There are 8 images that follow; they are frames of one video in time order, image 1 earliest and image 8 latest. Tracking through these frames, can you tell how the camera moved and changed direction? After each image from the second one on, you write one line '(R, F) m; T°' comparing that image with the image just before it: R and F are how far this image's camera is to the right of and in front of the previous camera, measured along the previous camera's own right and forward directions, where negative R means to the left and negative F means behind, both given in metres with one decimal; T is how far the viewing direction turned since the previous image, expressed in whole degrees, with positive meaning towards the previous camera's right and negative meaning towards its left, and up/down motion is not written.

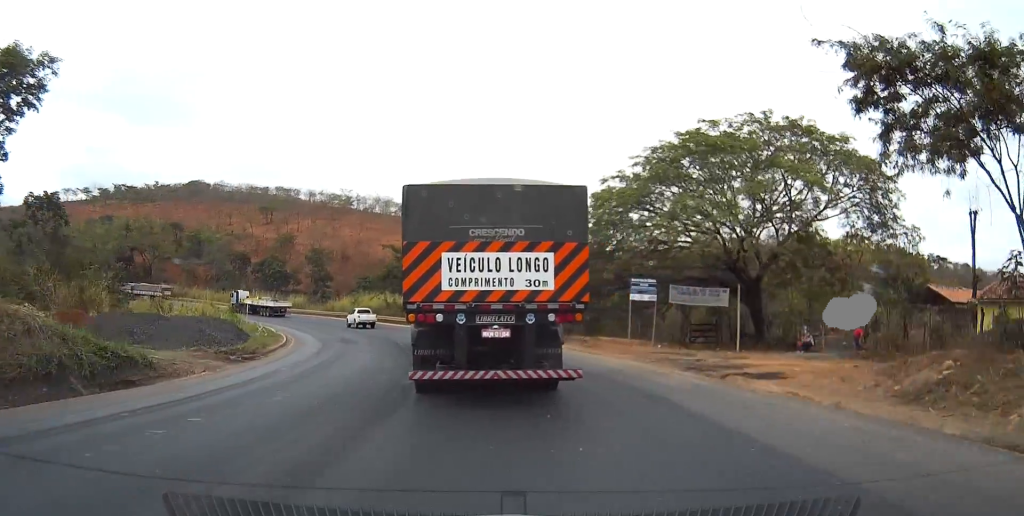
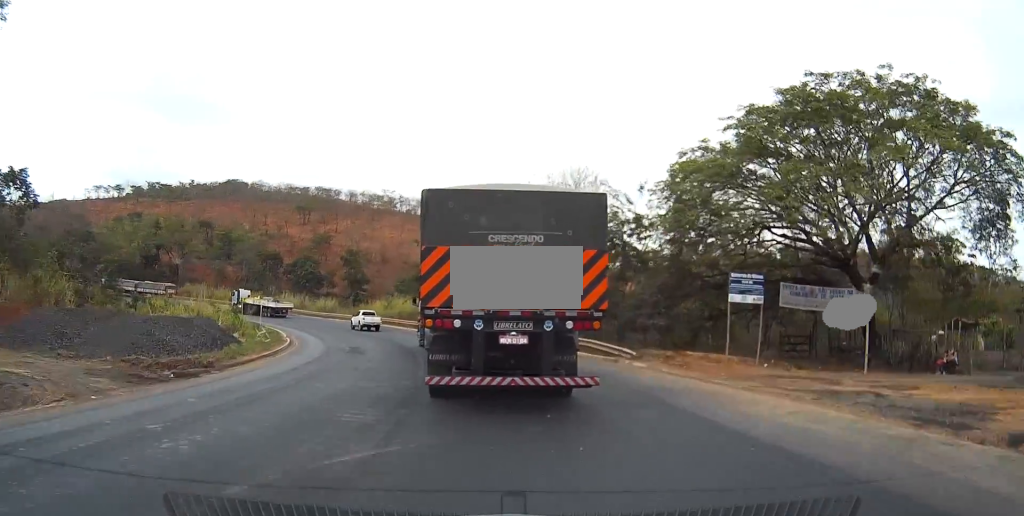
(0.0, +9.1) m; 0°
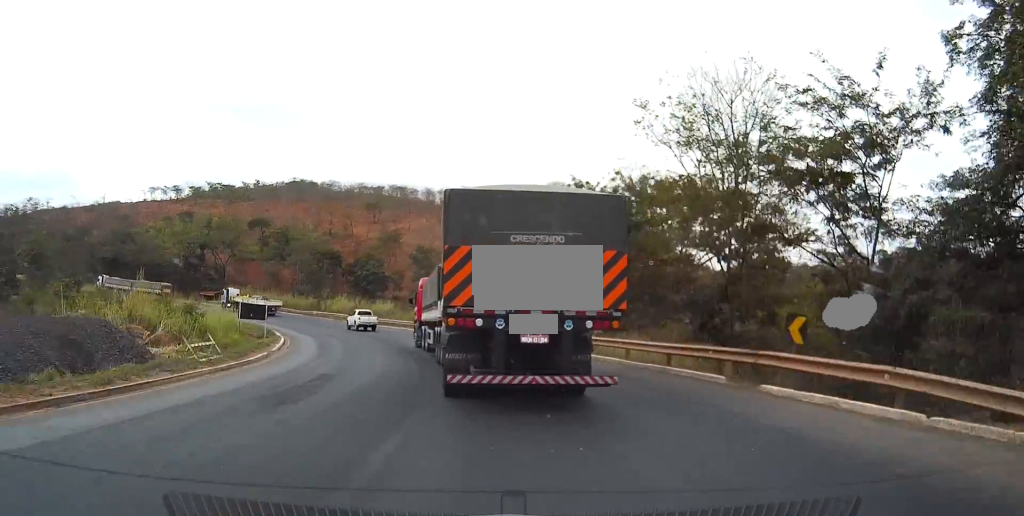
(0.0, +19.6) m; 0°
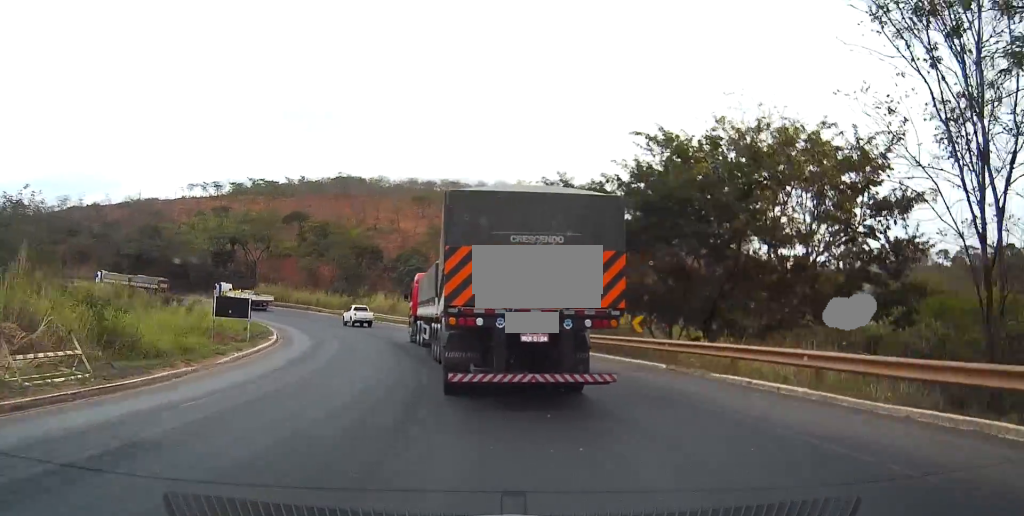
(0.0, +12.6) m; 0°
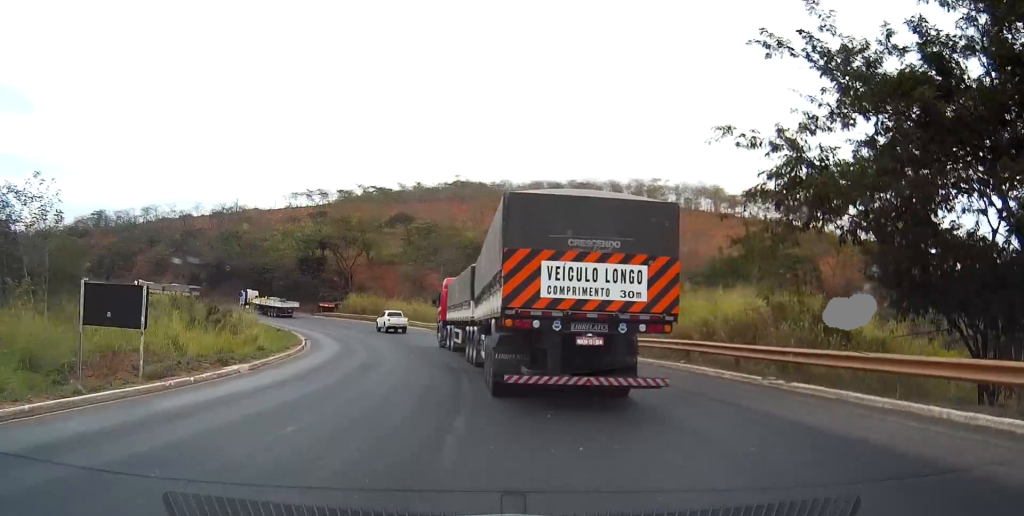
(0.0, +21.0) m; -8°
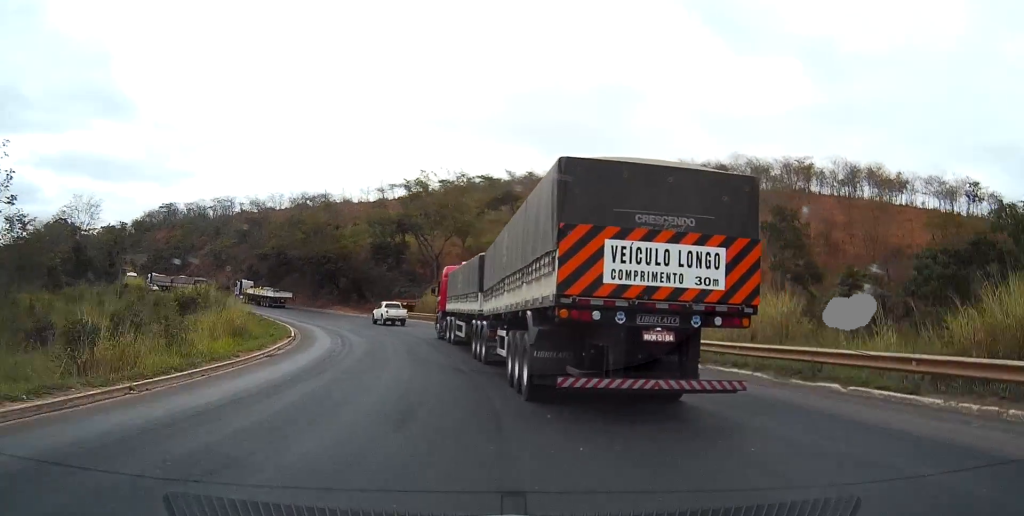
(-5.5, +25.1) m; -24°
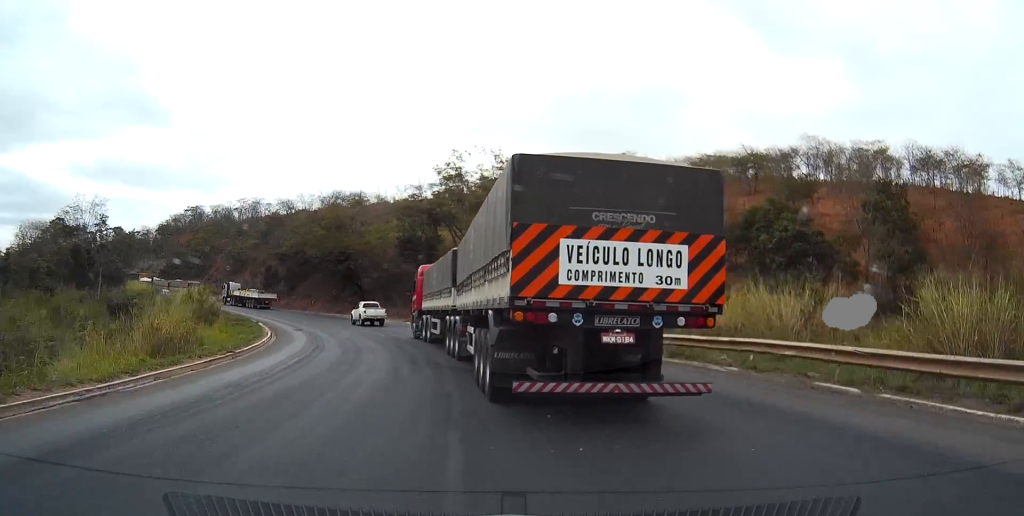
(-0.6, +13.1) m; -6°
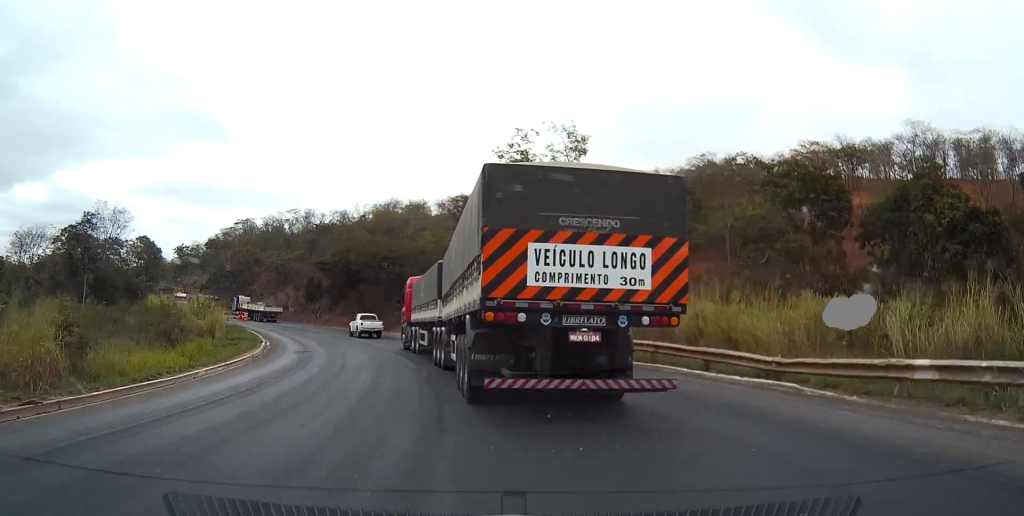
(-1.1, +13.9) m; -5°
